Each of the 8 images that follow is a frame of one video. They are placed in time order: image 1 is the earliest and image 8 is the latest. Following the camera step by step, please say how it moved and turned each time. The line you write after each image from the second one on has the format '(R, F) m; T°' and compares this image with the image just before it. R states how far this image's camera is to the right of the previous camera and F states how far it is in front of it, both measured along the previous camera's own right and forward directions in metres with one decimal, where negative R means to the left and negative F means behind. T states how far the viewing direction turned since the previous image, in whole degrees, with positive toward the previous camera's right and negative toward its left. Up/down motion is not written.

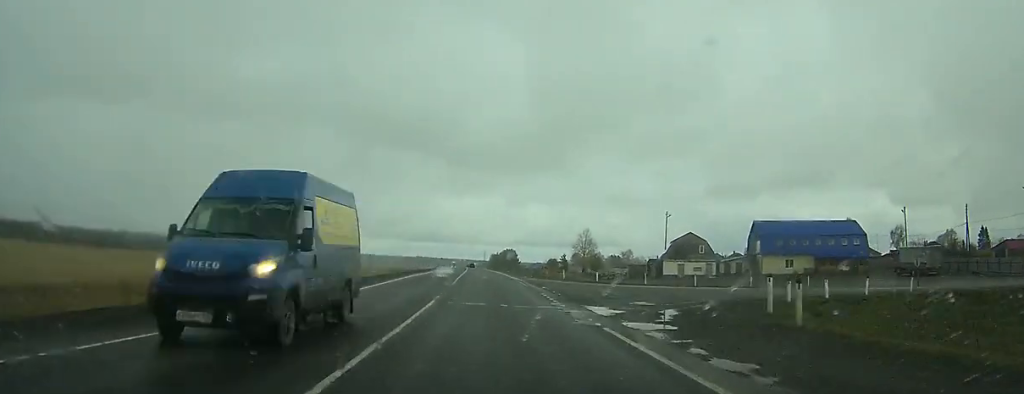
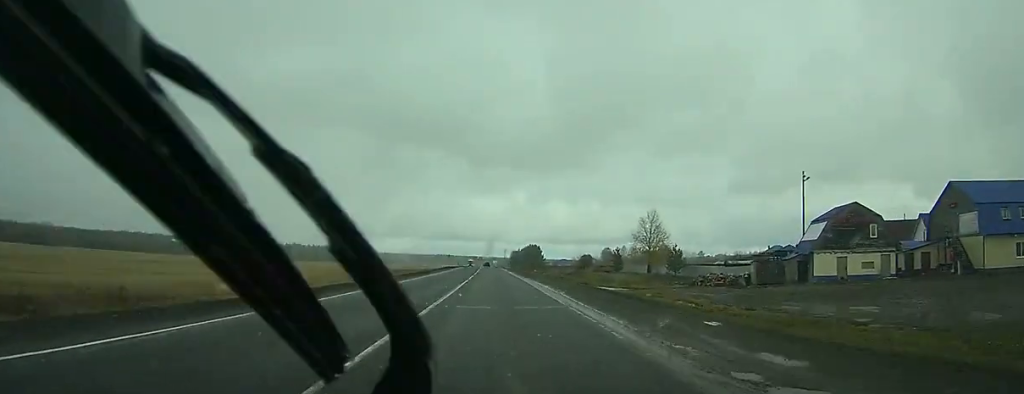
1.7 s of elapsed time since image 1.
(-0.4, +44.3) m; -1°
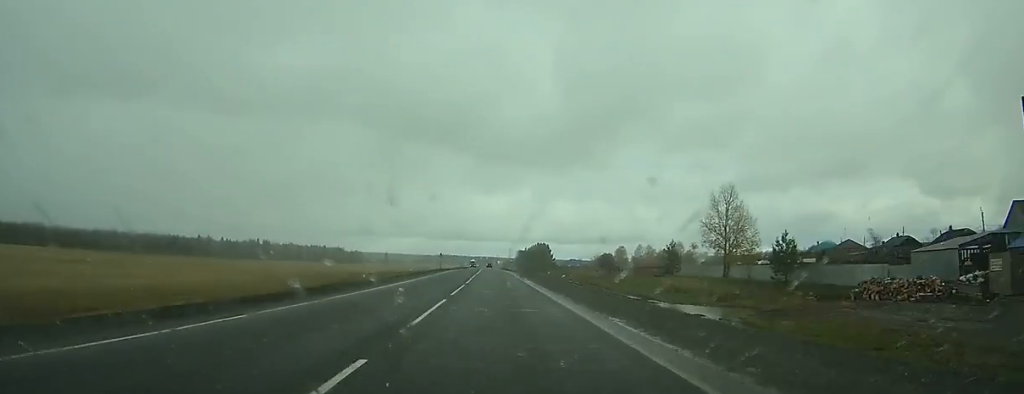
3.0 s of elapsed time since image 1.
(-0.6, +31.8) m; -1°
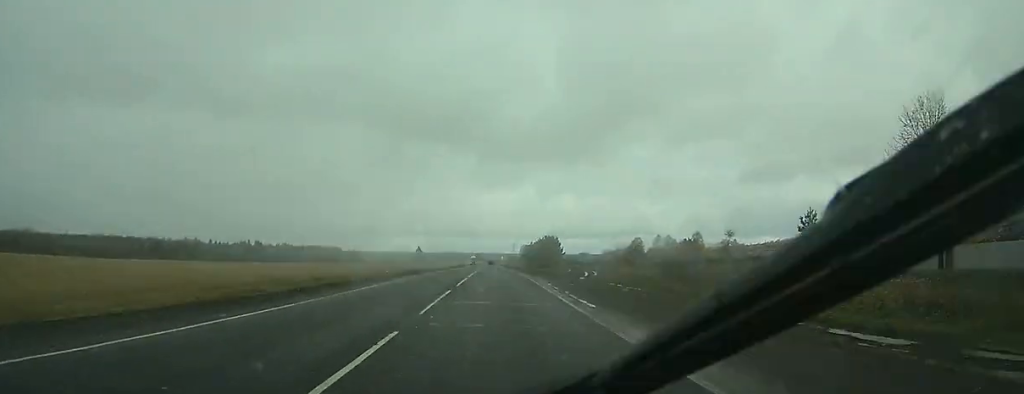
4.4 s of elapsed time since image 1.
(-0.4, +34.5) m; -1°
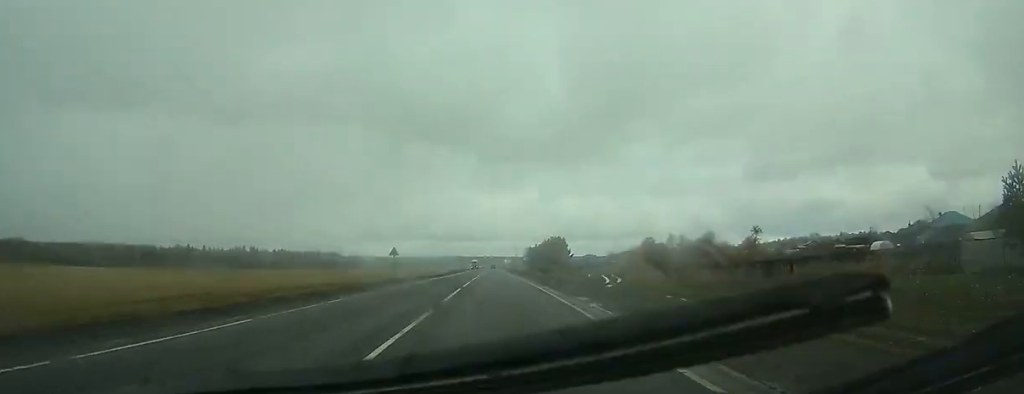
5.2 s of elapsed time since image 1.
(-0.3, +19.3) m; 0°
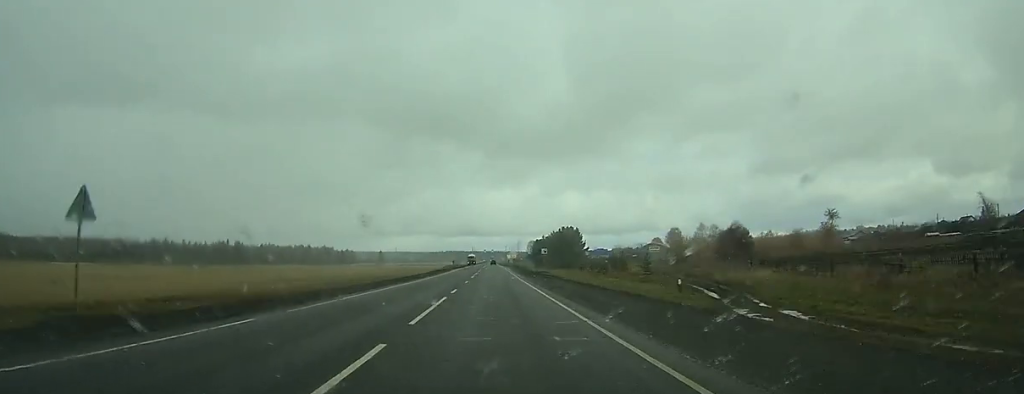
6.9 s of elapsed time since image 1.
(+0.1, +40.9) m; 0°
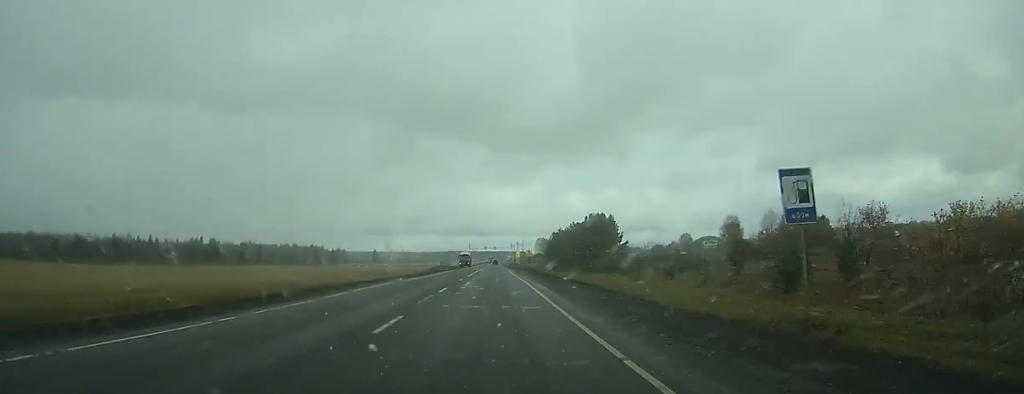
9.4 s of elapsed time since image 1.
(+0.3, +57.9) m; 0°
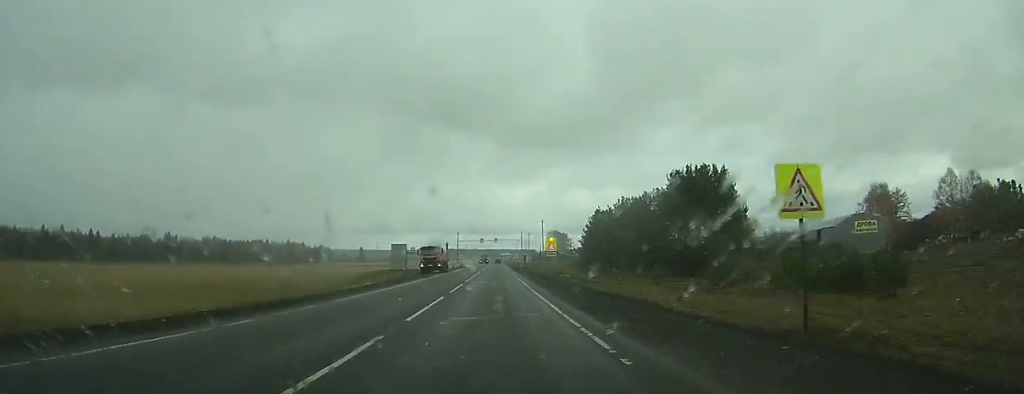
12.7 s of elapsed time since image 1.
(0.0, +82.9) m; 0°
